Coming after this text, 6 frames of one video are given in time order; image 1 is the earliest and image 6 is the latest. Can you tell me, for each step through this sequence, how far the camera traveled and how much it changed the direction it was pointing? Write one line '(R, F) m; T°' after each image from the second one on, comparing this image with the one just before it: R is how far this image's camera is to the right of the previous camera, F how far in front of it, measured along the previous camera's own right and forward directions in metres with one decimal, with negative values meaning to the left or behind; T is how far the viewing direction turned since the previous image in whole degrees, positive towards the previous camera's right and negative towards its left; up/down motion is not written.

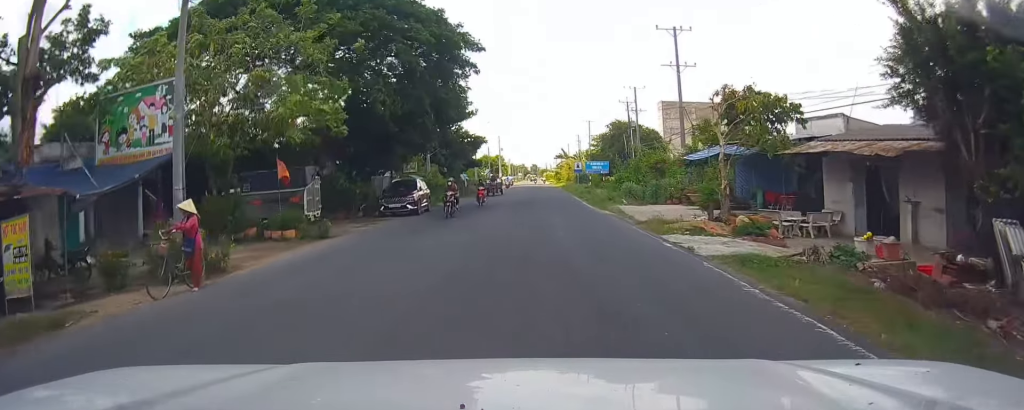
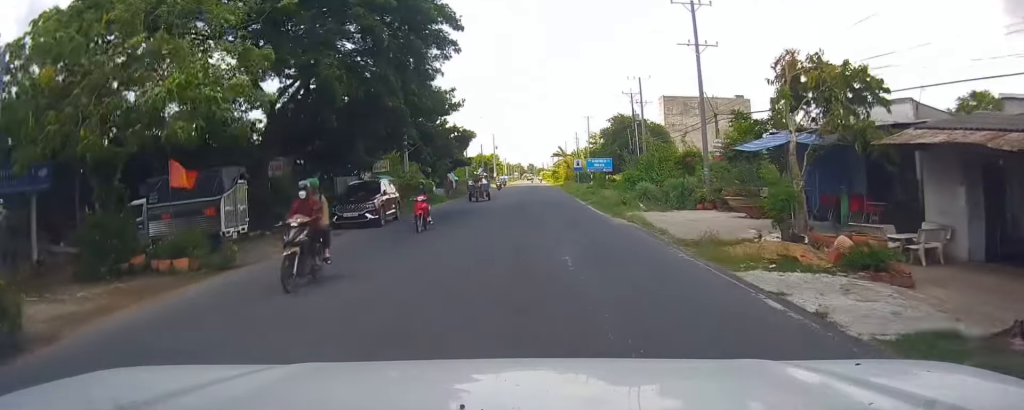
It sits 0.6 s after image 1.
(-0.2, +7.1) m; -1°
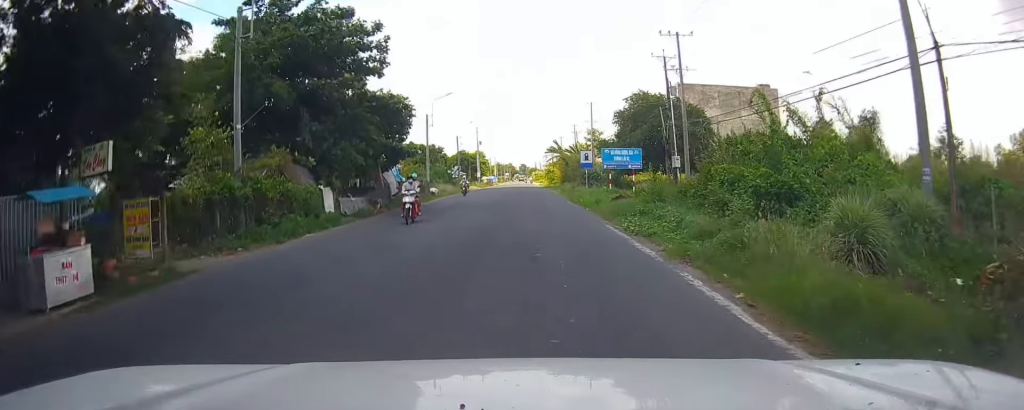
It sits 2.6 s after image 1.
(+0.2, +22.6) m; +3°
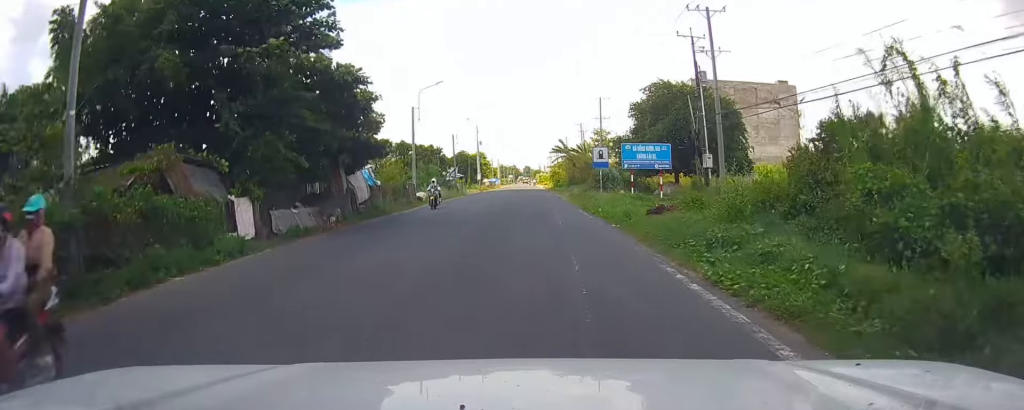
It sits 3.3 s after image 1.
(+0.5, +7.9) m; 0°
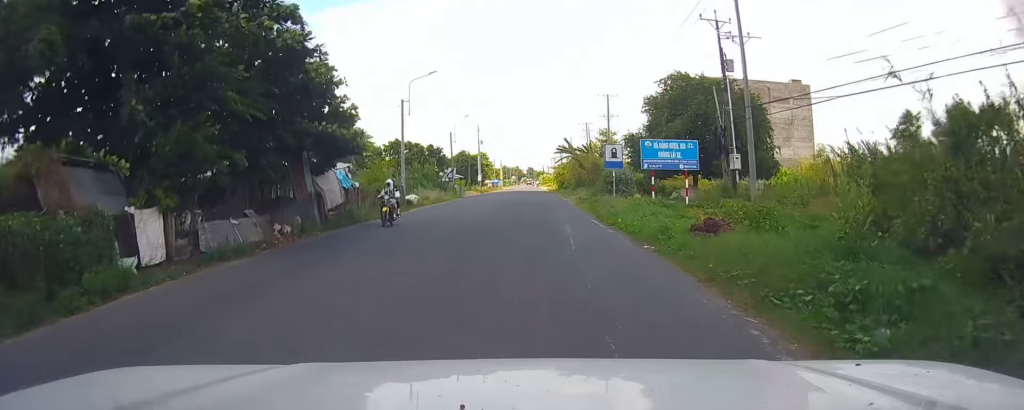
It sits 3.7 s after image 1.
(-0.4, +5.0) m; -2°
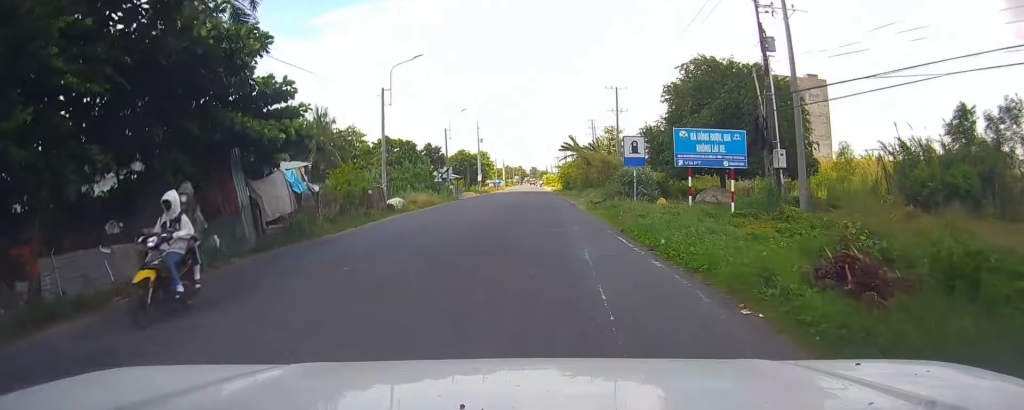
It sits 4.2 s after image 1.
(-0.3, +6.1) m; -1°
